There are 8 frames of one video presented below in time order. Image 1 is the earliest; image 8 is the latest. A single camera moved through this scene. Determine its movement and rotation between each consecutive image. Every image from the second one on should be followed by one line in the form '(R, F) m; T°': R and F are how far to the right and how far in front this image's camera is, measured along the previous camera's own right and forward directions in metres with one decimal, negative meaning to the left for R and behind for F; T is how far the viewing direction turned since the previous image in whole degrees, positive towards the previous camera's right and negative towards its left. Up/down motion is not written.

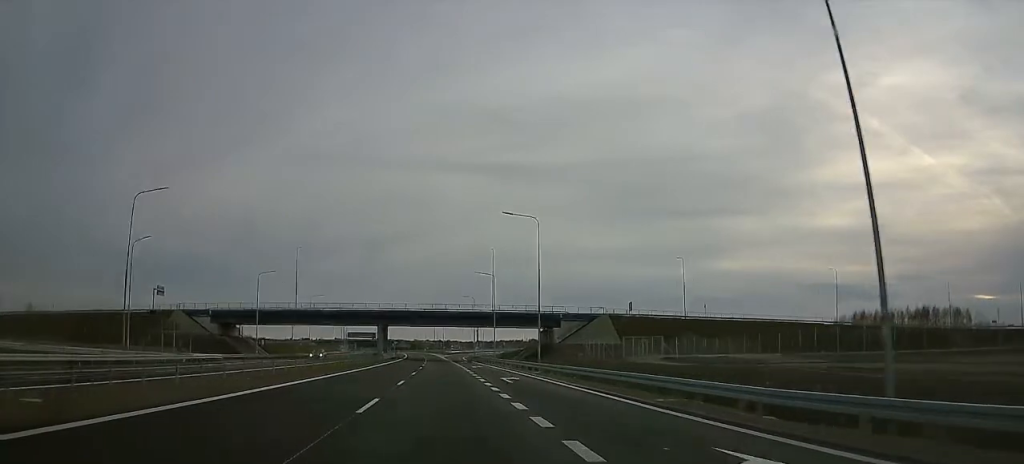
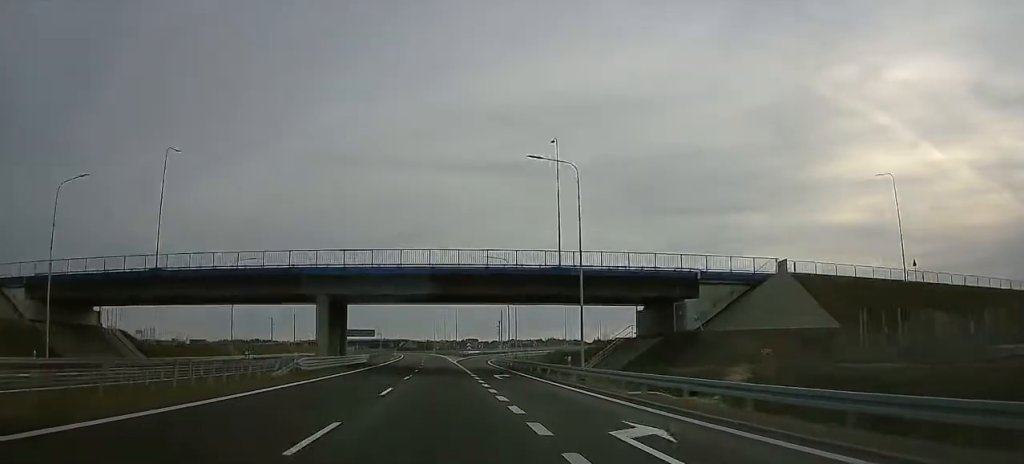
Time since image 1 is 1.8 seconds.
(0.0, +55.2) m; 0°
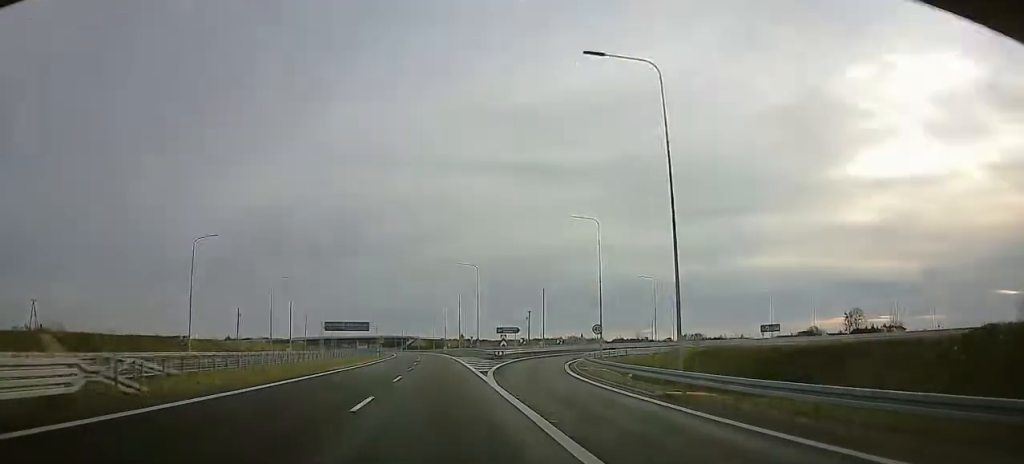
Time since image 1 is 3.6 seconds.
(-0.7, +54.7) m; -2°
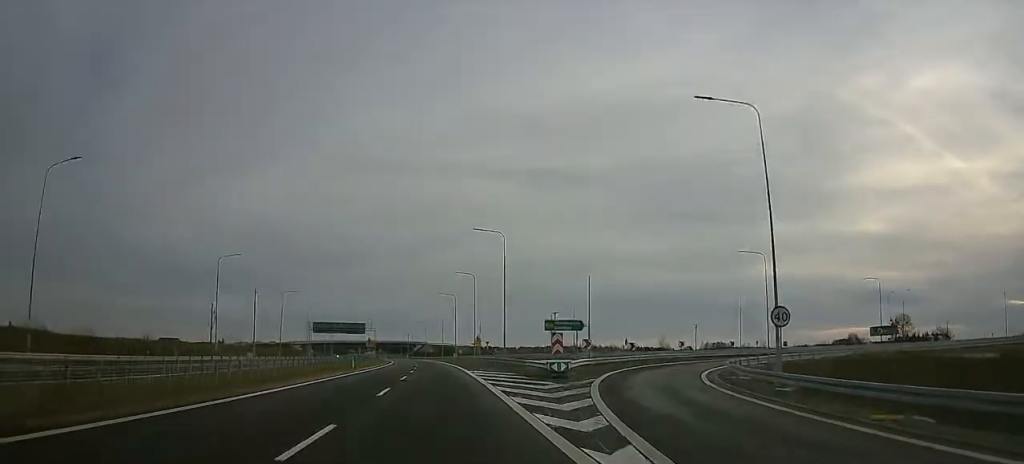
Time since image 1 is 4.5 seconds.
(-0.6, +29.9) m; -1°
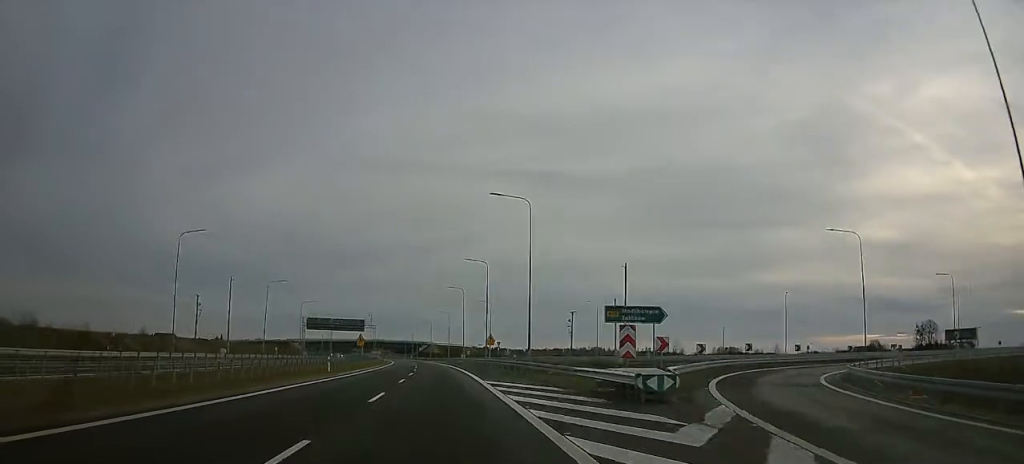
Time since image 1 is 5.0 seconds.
(0.0, +14.3) m; 0°
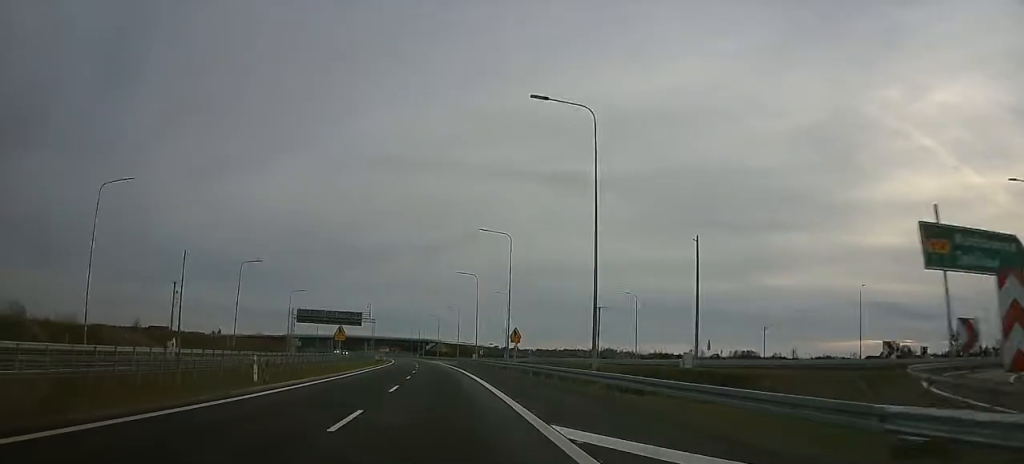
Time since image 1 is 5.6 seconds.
(0.0, +18.5) m; 0°
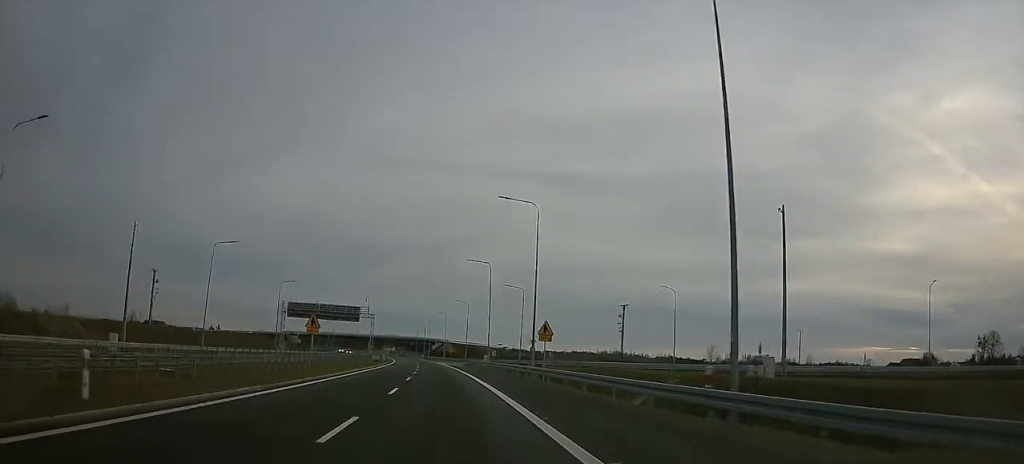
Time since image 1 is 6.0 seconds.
(0.0, +13.4) m; 0°
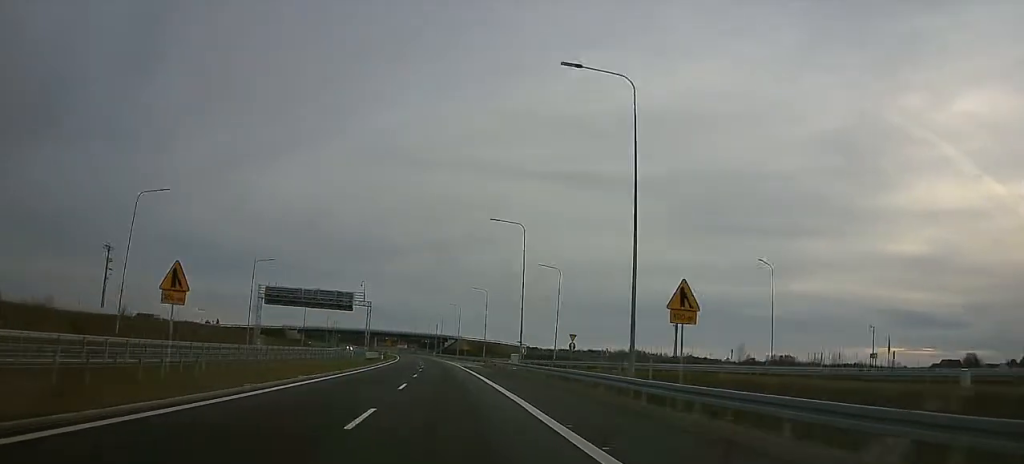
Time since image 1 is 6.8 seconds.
(0.0, +22.7) m; -1°
